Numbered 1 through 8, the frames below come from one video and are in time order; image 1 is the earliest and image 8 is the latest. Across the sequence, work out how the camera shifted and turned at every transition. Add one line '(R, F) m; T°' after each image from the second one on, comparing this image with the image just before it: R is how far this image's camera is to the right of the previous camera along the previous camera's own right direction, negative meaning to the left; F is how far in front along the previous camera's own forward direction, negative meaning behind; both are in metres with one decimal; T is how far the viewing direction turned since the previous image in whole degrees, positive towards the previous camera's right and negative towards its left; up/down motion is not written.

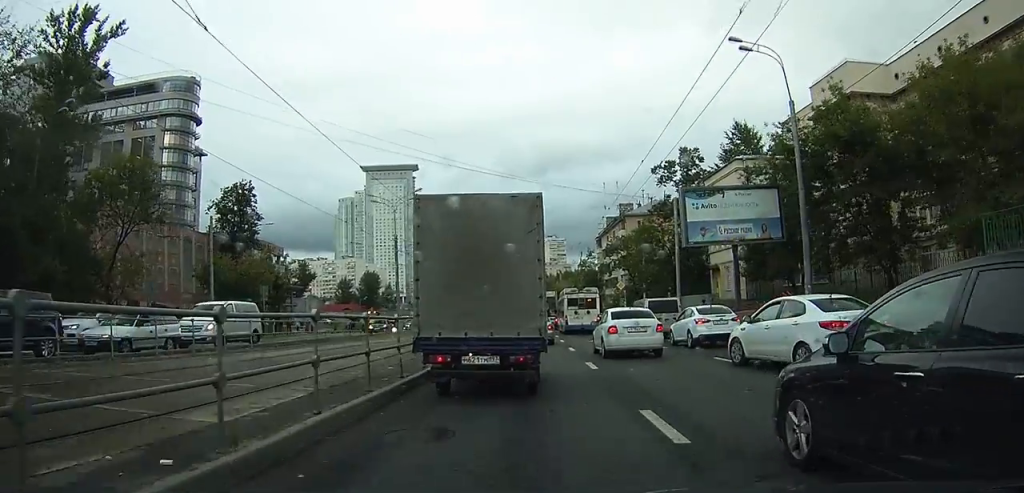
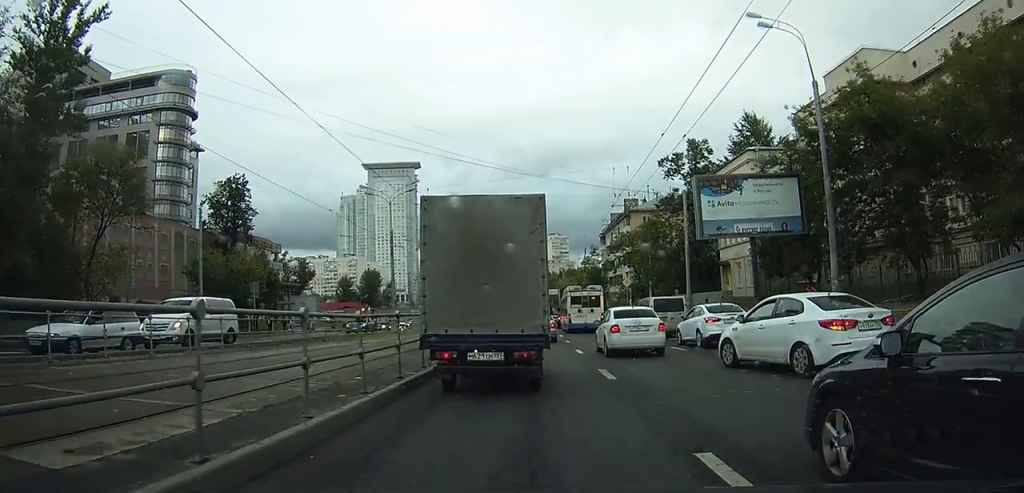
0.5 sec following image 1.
(-0.1, +2.8) m; -1°
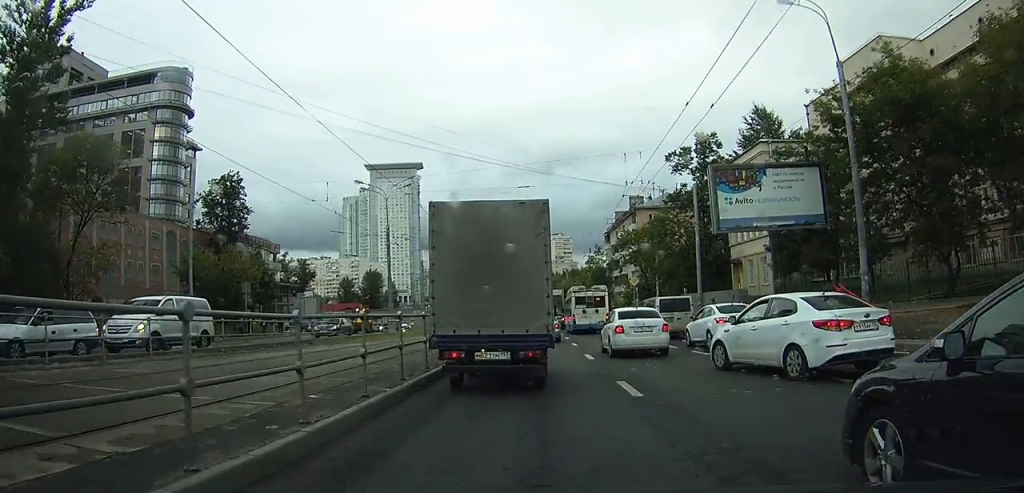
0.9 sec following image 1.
(0.0, +2.6) m; -1°
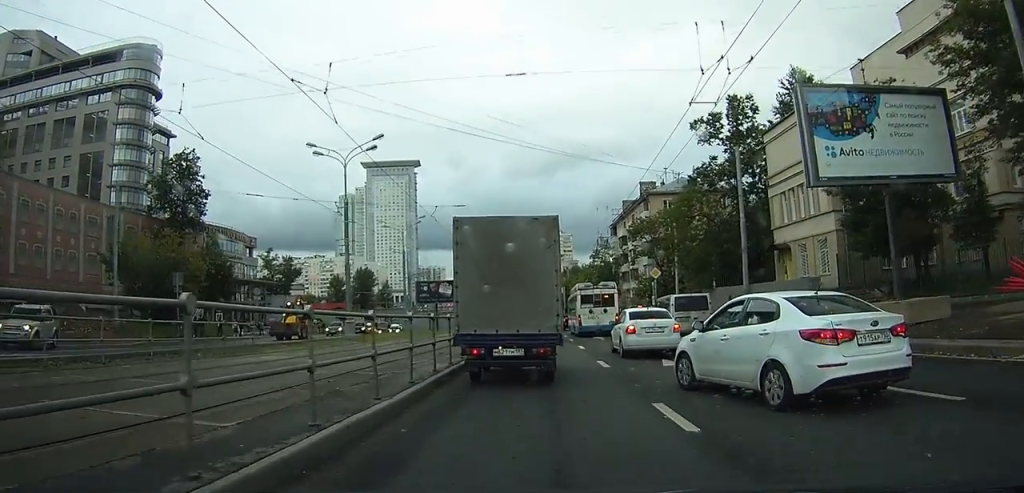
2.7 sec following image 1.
(+0.1, +11.0) m; +1°
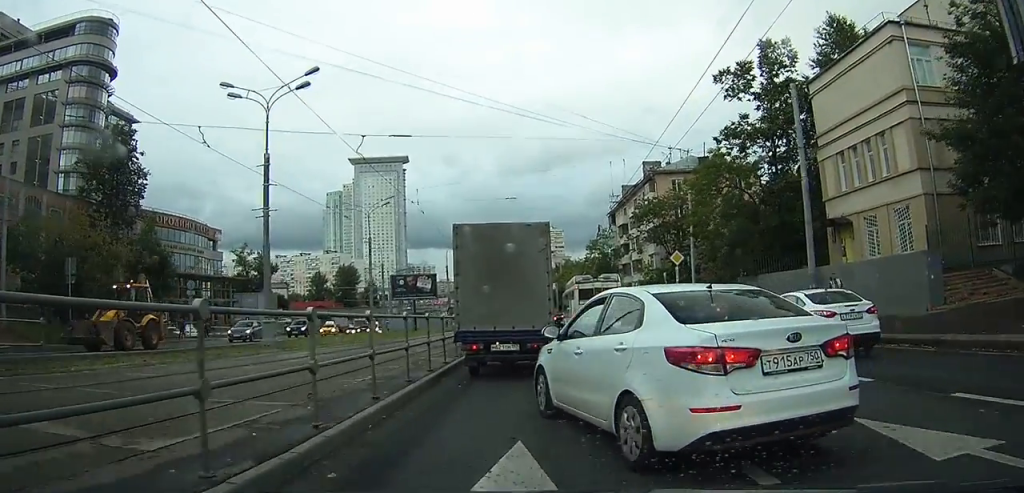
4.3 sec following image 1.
(0.0, +10.0) m; 0°
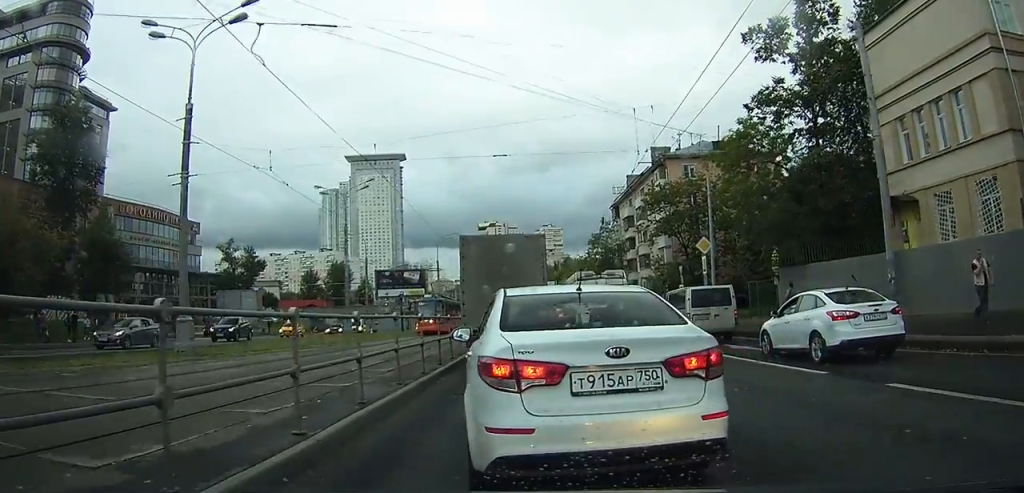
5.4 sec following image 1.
(0.0, +6.8) m; +1°
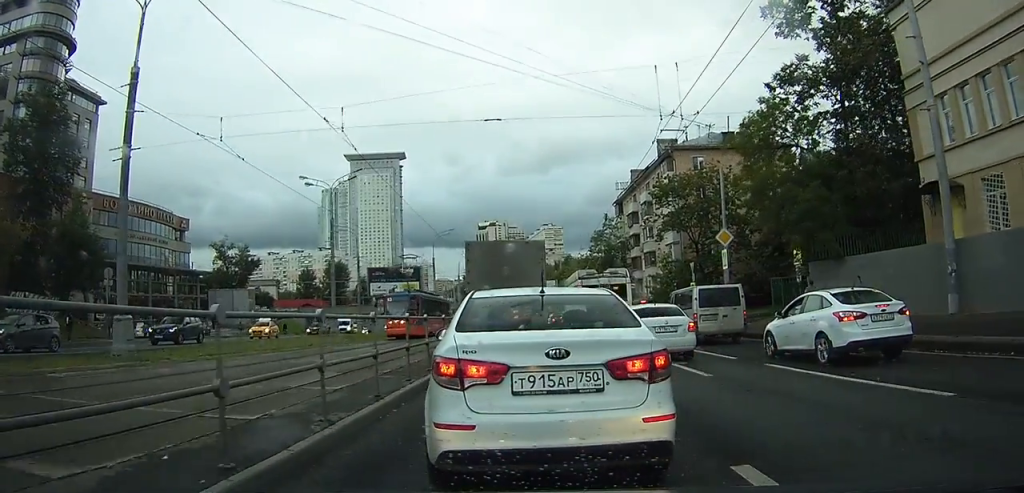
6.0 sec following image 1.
(0.0, +3.6) m; 0°
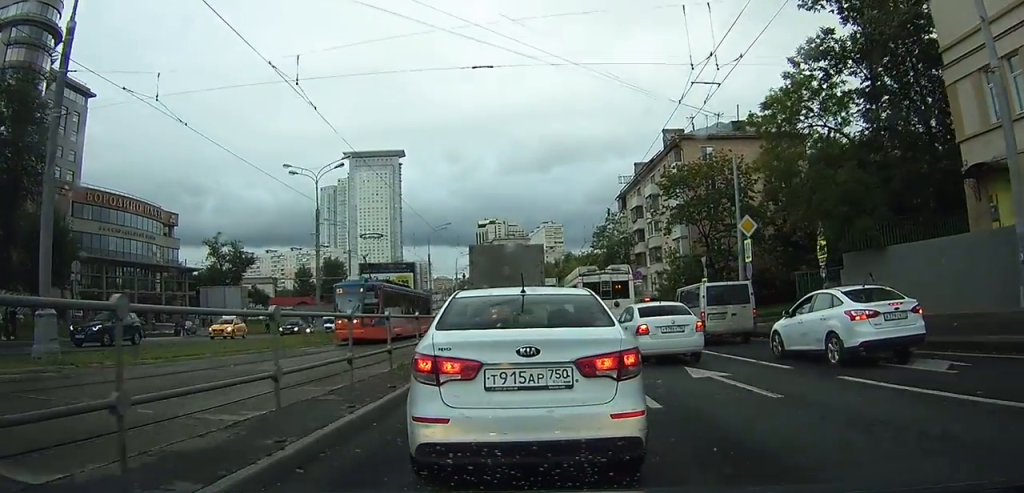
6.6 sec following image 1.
(0.0, +3.3) m; -1°
